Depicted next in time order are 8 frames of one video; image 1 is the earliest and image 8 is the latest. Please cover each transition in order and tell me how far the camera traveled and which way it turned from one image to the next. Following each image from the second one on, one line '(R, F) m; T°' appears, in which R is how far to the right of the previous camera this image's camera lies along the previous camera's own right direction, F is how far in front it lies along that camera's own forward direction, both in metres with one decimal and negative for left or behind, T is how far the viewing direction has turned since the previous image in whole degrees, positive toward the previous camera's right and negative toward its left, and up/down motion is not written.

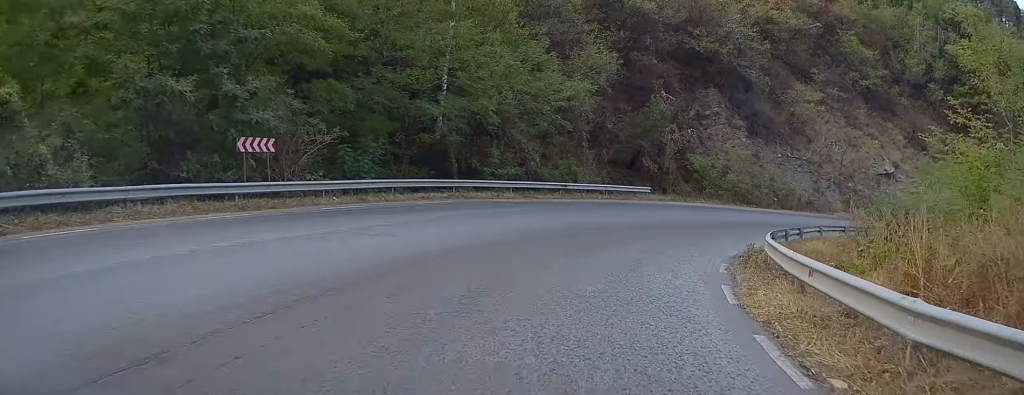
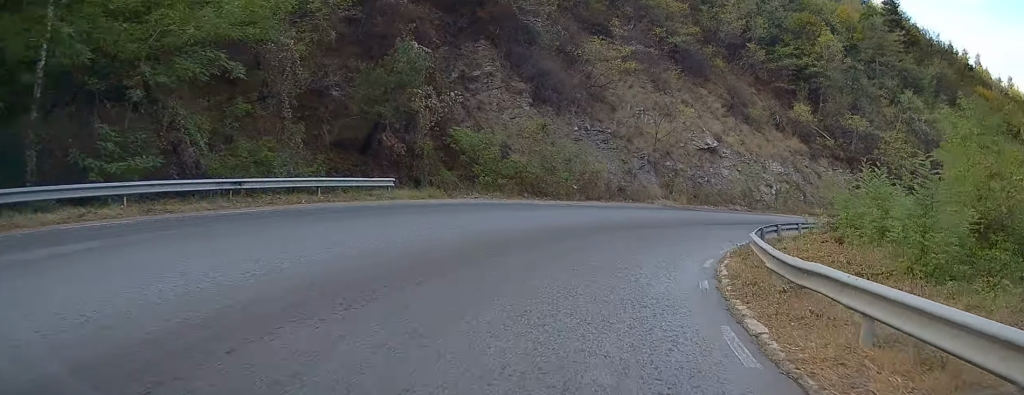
(+3.0, +15.0) m; +25°
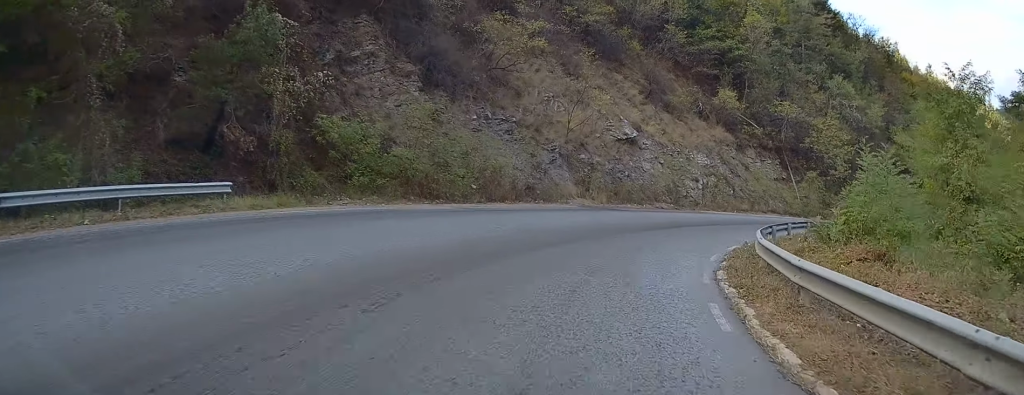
(+0.7, +6.7) m; +9°
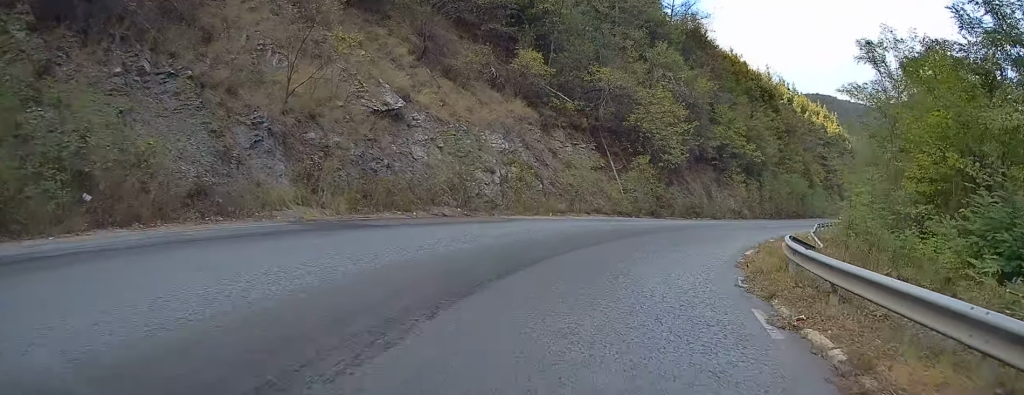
(+3.1, +16.6) m; +20°
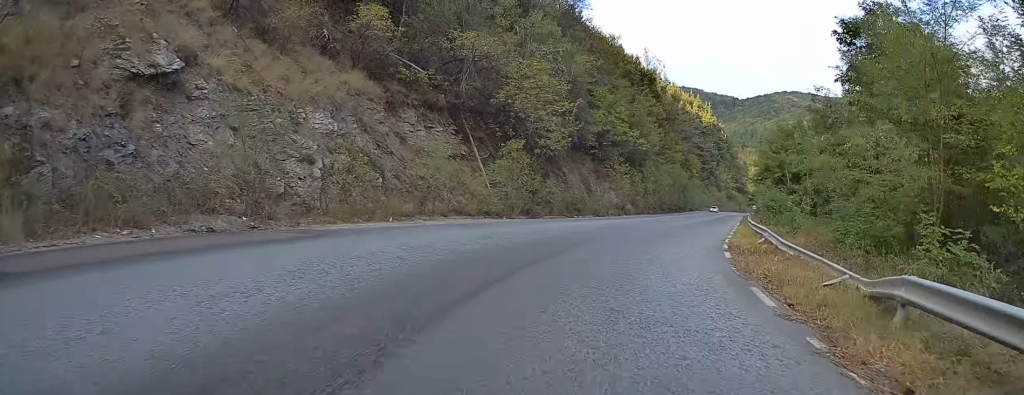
(+1.0, +10.5) m; +11°
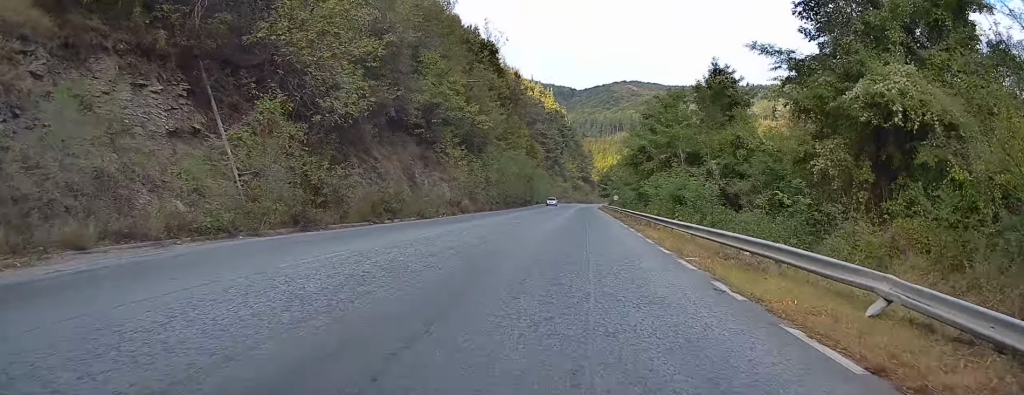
(+2.5, +16.6) m; +17°
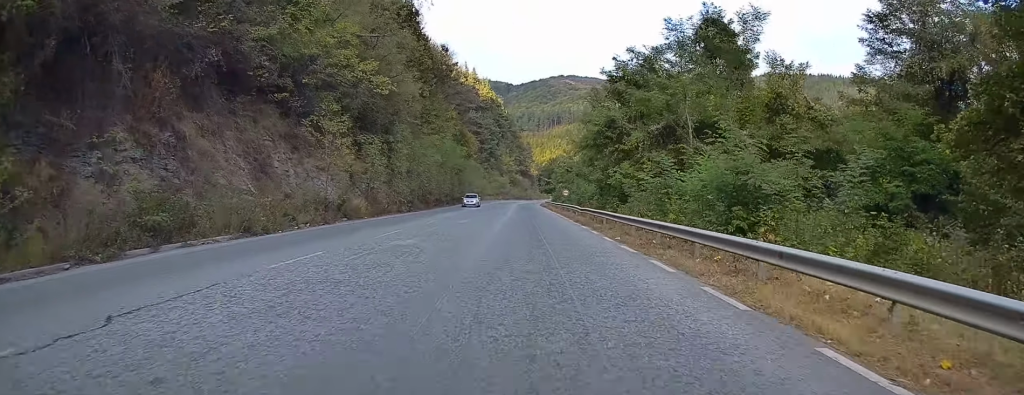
(+2.4, +17.9) m; +12°
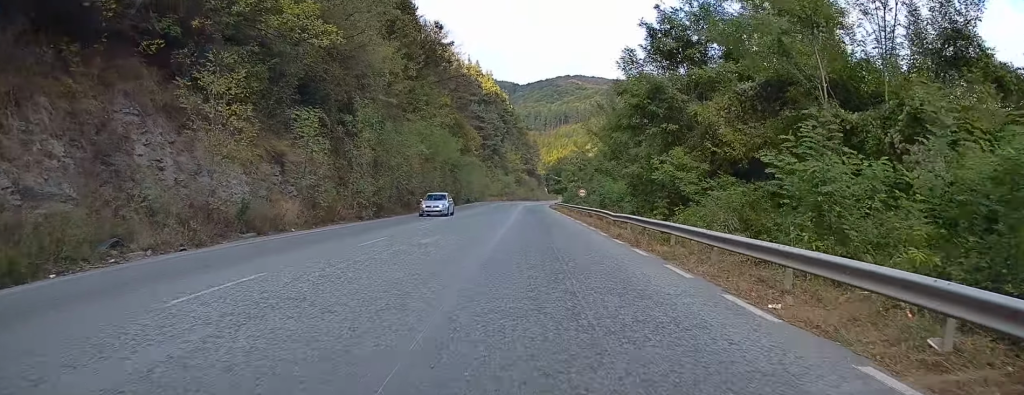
(+0.4, +13.0) m; +1°
